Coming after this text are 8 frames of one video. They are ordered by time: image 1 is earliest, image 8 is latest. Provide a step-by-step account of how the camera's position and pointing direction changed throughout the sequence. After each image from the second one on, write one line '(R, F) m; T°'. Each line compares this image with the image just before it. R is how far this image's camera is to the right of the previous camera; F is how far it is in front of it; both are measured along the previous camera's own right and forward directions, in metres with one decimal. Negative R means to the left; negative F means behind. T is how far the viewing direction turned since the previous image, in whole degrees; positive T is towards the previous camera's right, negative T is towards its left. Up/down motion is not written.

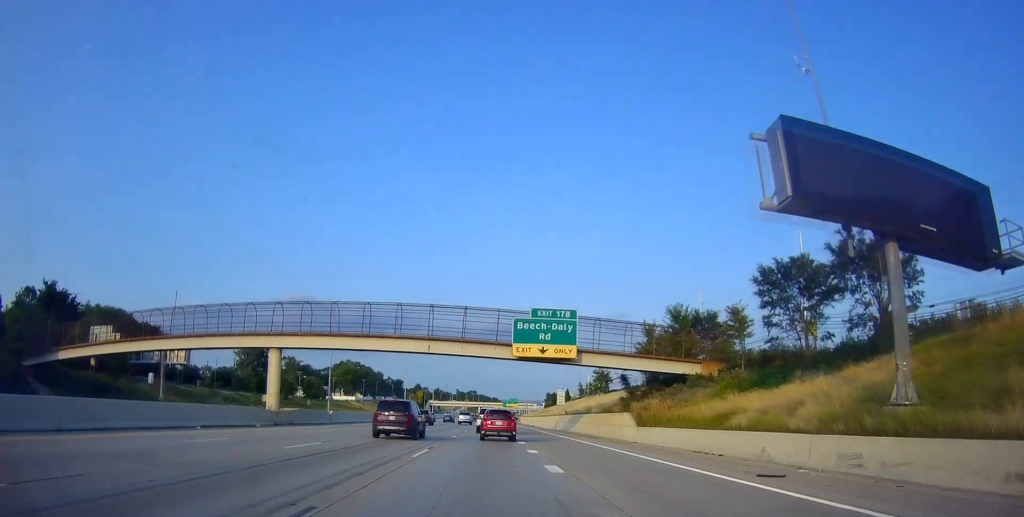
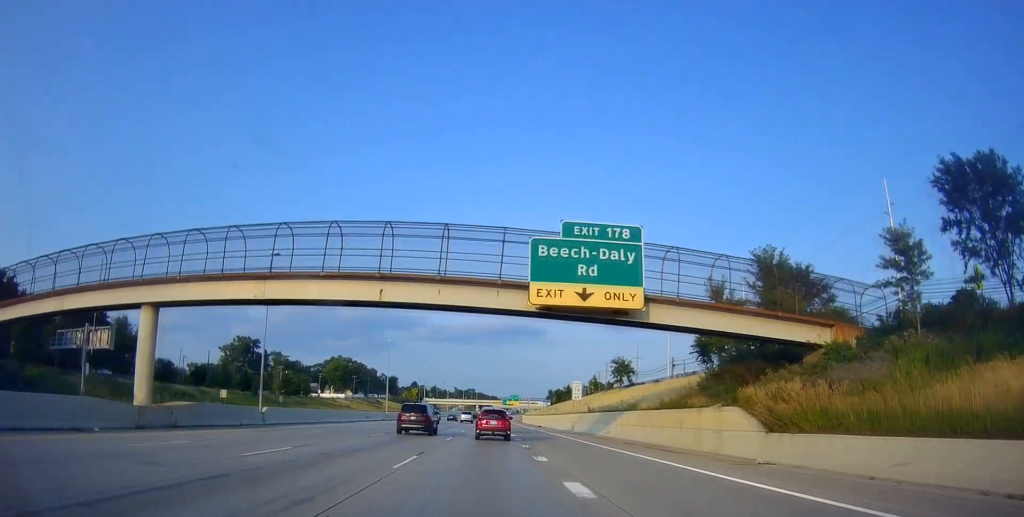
(-0.1, +19.7) m; -1°
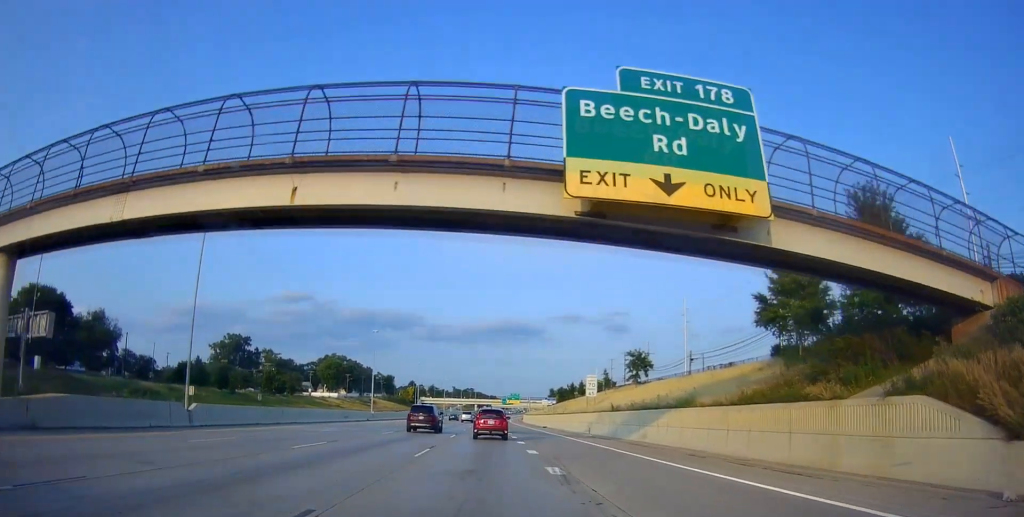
(-0.5, +12.0) m; 0°
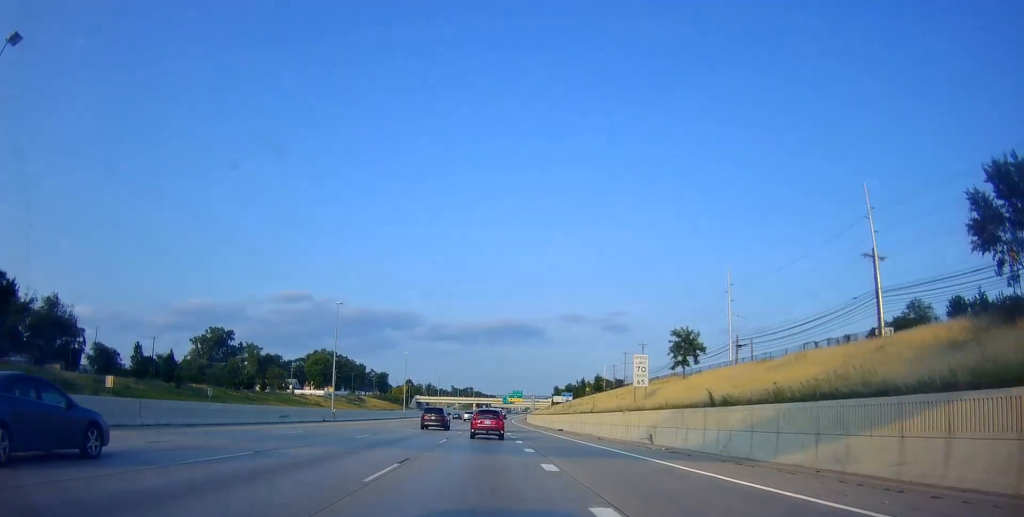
(+0.5, +22.3) m; +1°
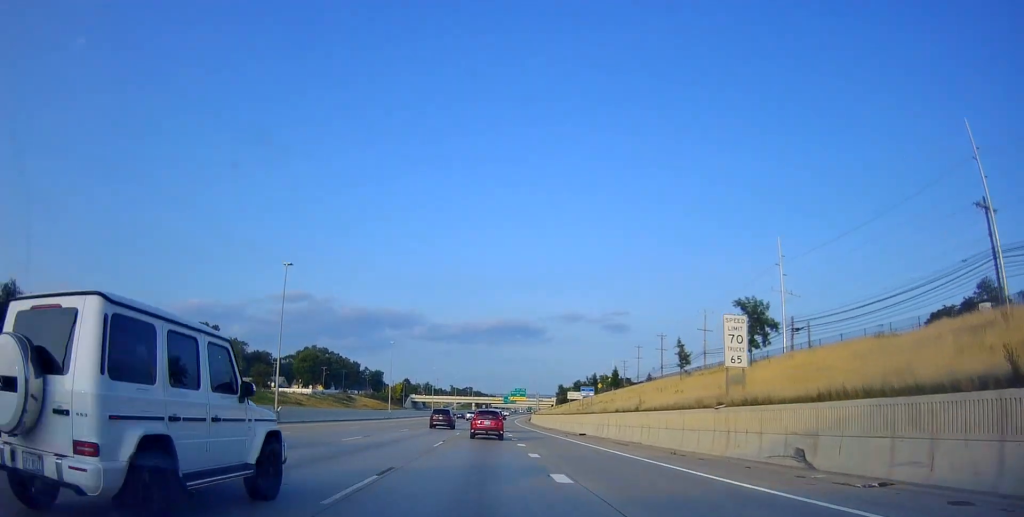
(+0.1, +18.4) m; 0°
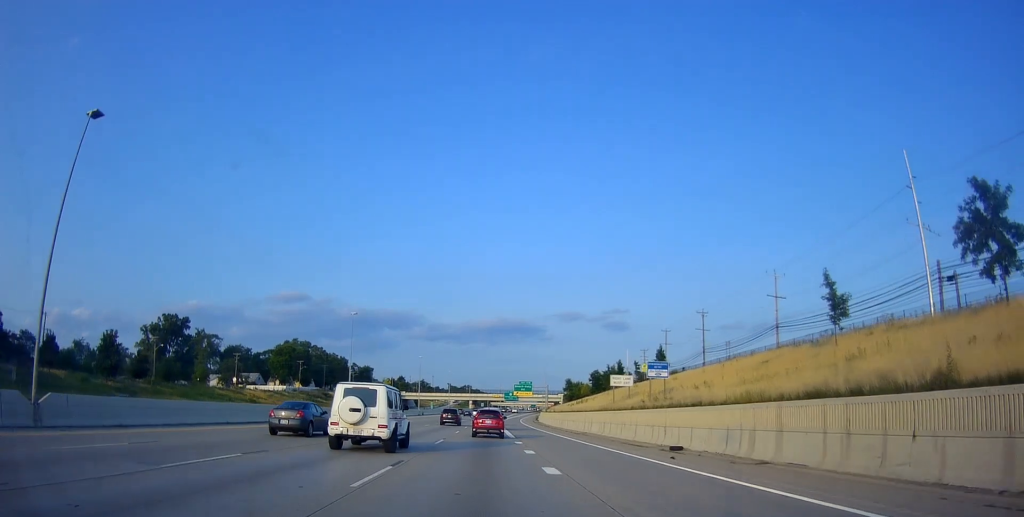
(-0.1, +31.0) m; 0°
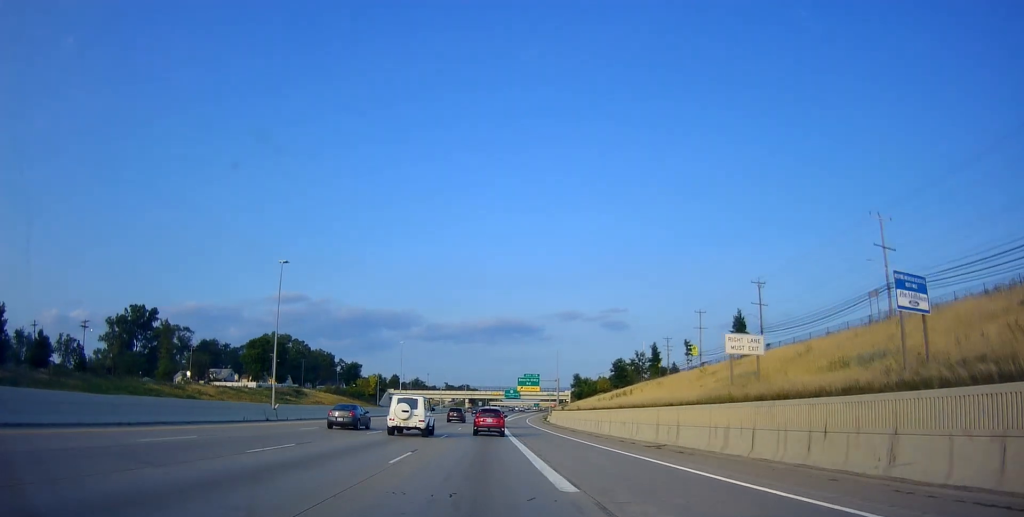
(+0.1, +25.8) m; 0°
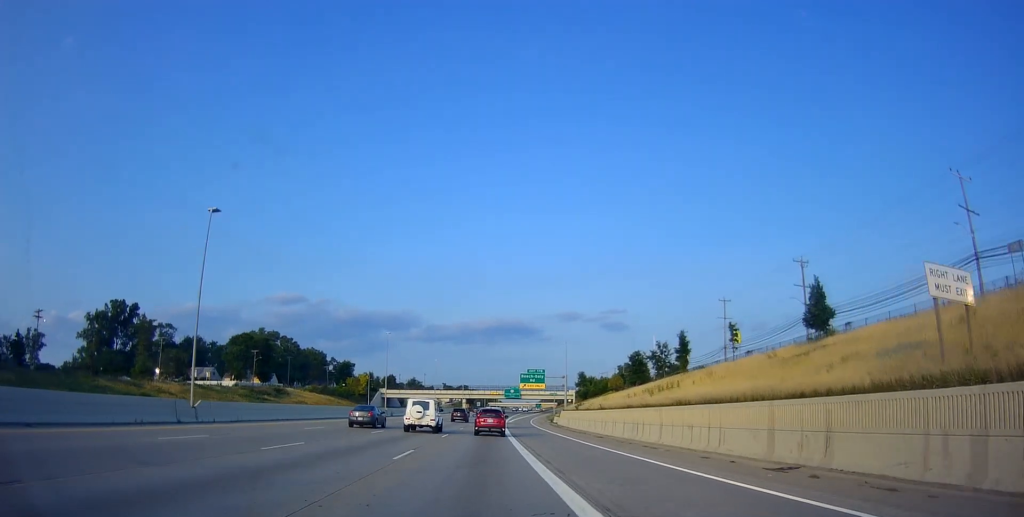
(0.0, +12.6) m; 0°
